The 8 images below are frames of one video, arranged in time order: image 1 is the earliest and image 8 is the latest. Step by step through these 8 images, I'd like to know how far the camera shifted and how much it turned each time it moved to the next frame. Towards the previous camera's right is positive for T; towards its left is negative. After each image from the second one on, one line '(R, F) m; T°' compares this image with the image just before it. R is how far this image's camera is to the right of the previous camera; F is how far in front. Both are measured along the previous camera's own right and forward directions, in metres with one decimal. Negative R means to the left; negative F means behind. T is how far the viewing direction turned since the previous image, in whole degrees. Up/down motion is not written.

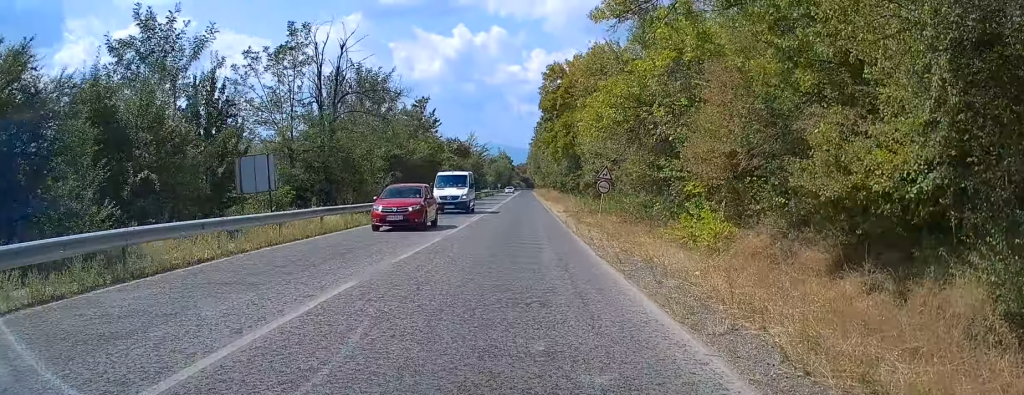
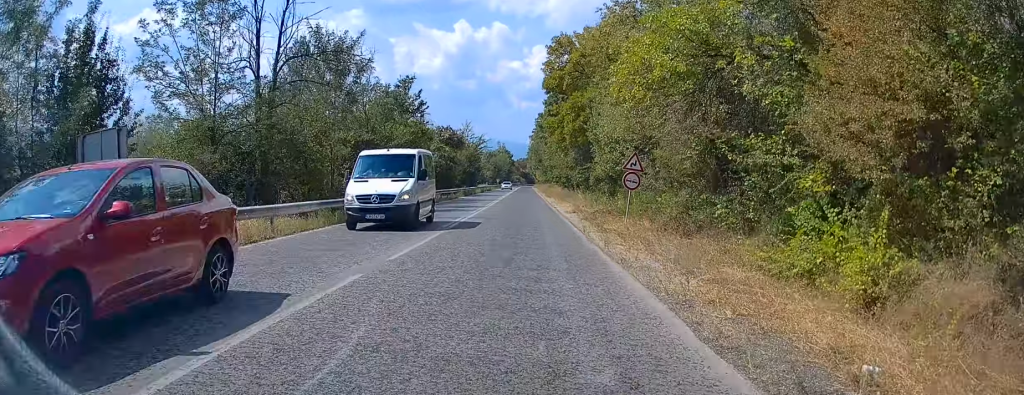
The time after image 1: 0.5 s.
(-0.1, +8.7) m; 0°
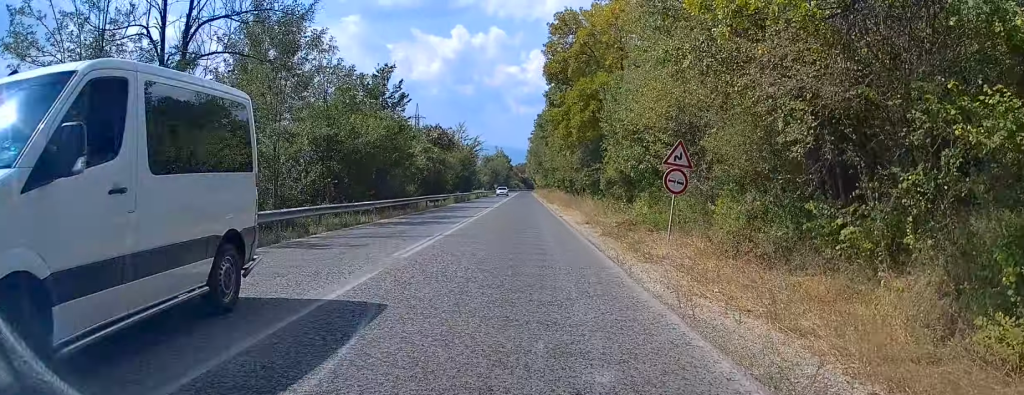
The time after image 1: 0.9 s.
(0.0, +7.5) m; 0°
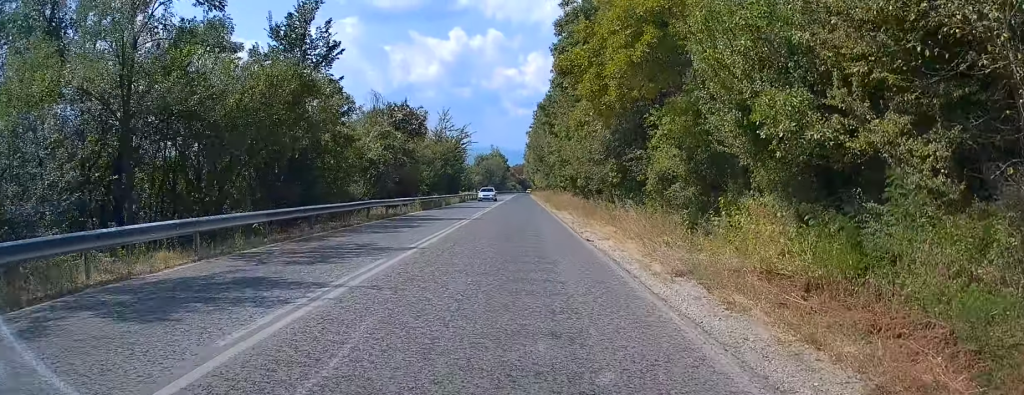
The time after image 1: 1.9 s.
(0.0, +16.8) m; 0°
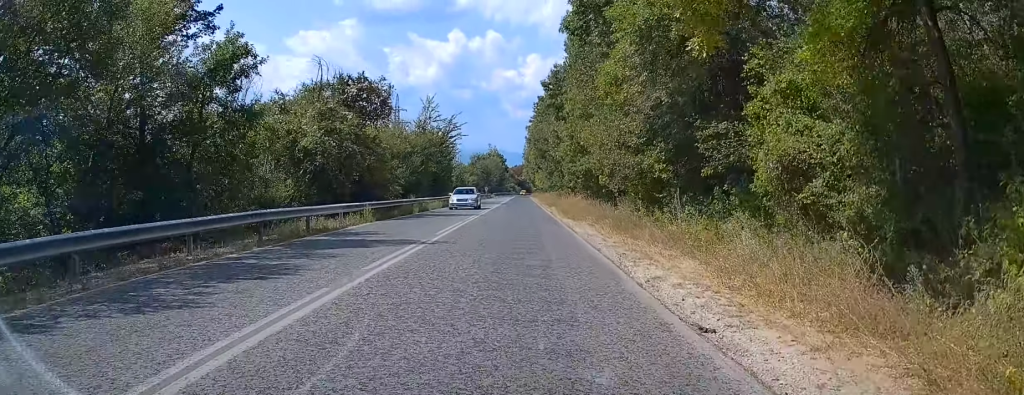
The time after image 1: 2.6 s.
(0.0, +12.2) m; 0°
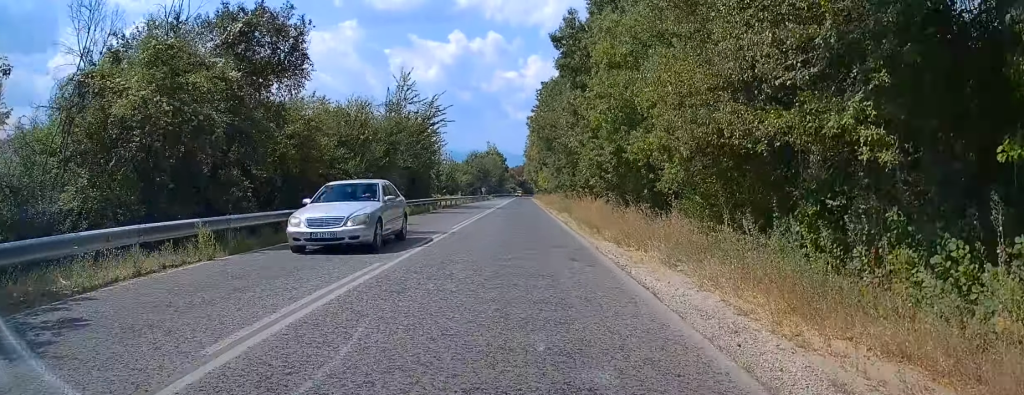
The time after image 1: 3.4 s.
(0.0, +14.1) m; +1°
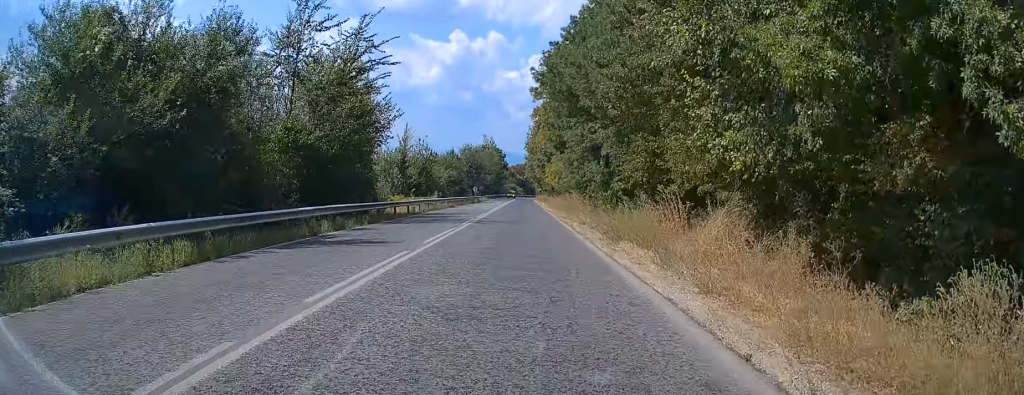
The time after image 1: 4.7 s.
(+0.3, +23.8) m; +1°
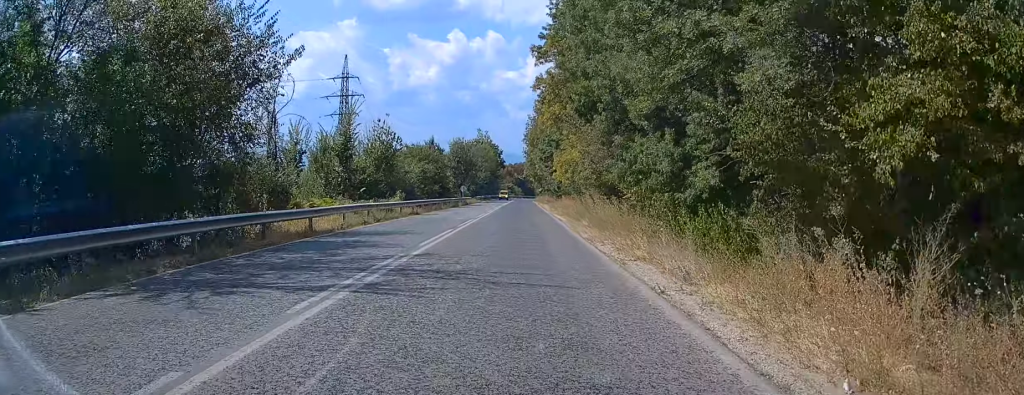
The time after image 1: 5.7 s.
(0.0, +17.9) m; -1°
